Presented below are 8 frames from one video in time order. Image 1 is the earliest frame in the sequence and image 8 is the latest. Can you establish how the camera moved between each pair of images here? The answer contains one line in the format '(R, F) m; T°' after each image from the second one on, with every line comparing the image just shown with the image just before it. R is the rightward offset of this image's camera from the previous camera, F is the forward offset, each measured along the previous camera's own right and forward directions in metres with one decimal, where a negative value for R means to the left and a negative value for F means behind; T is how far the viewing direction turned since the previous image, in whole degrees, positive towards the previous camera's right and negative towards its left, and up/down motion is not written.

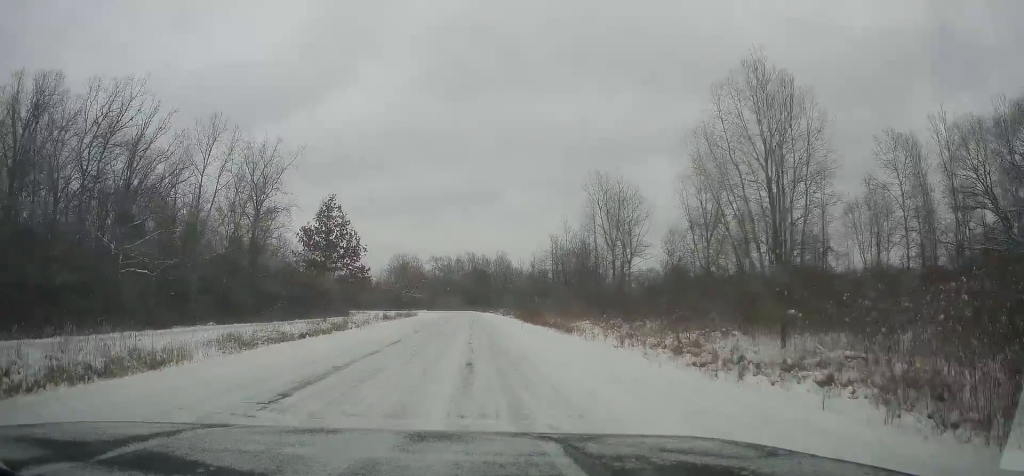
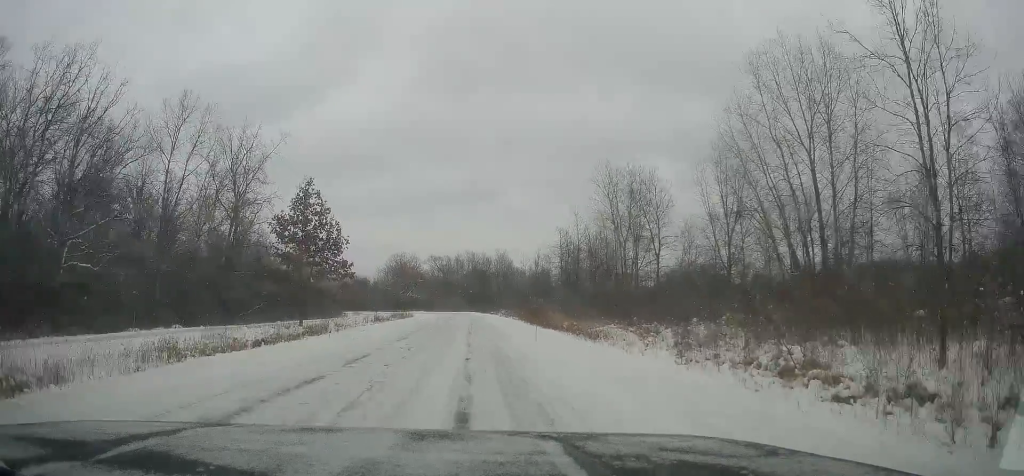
(+0.1, +7.7) m; +1°
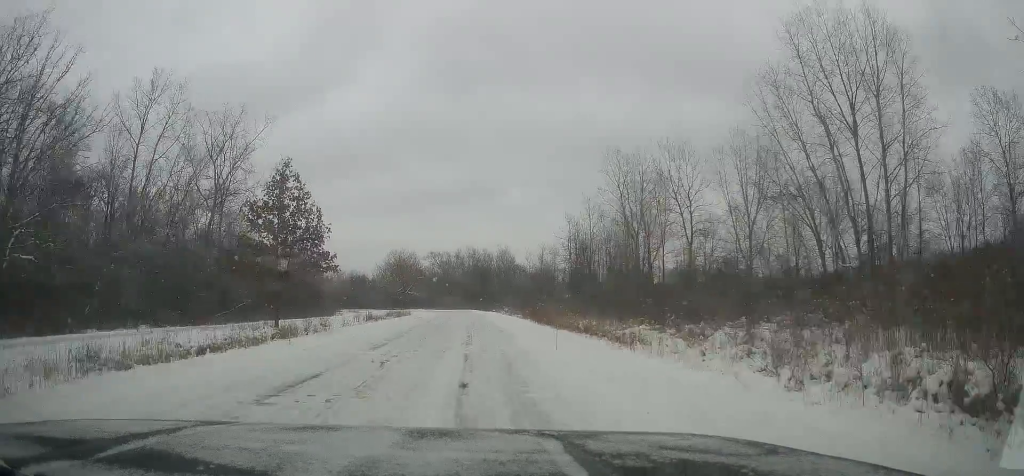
(+0.2, +6.3) m; +1°
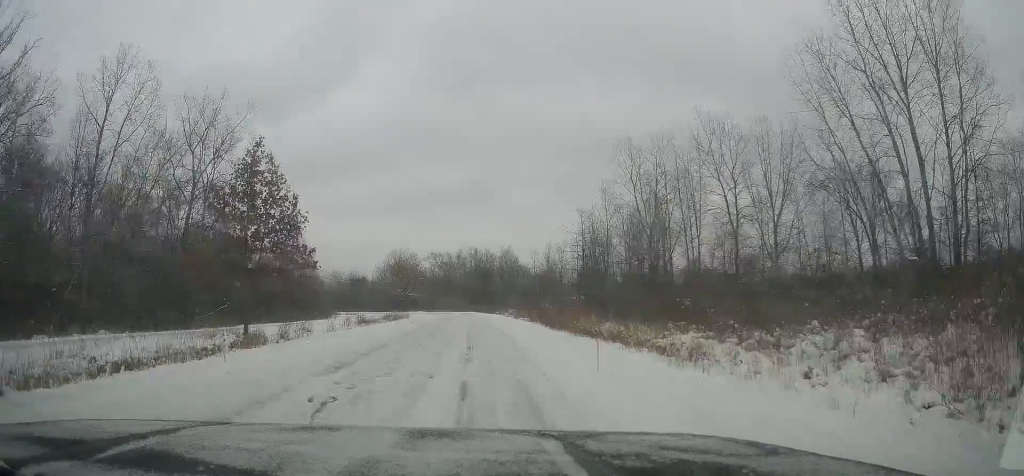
(0.0, +6.4) m; -2°
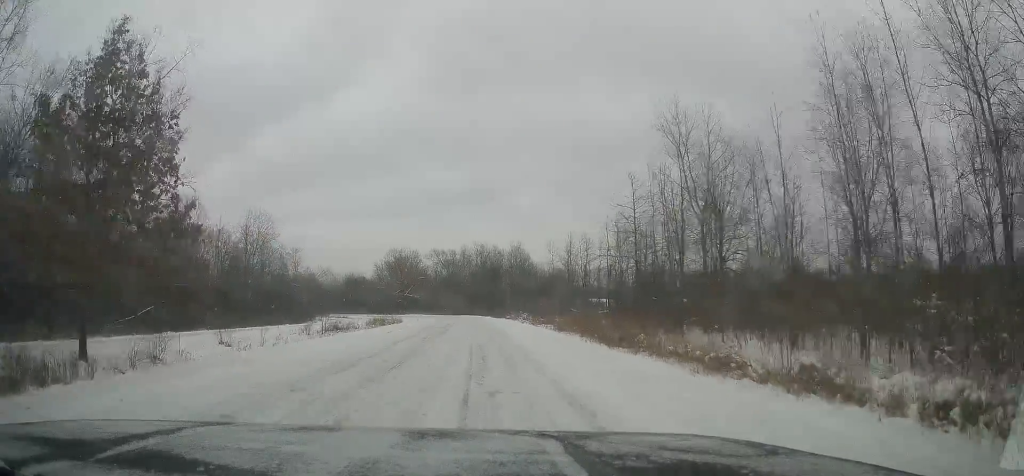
(-0.5, +17.8) m; 0°
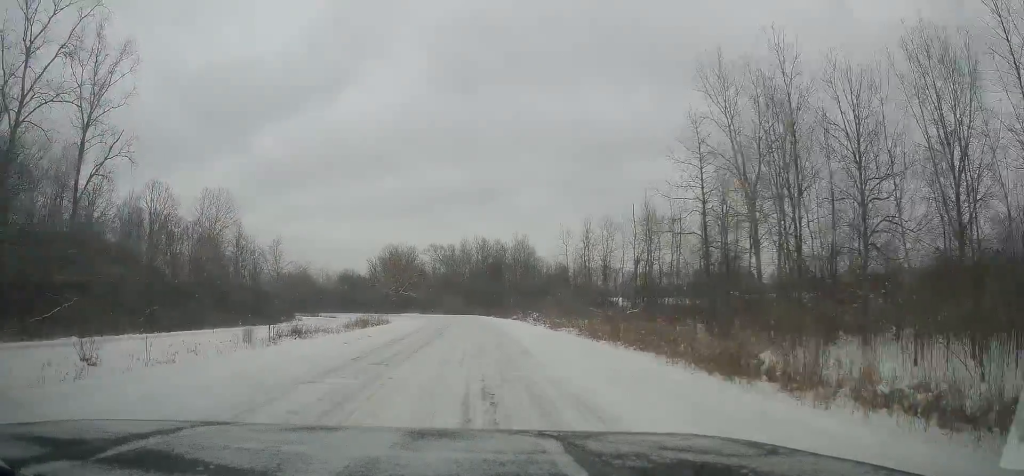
(+0.4, +12.9) m; +2°
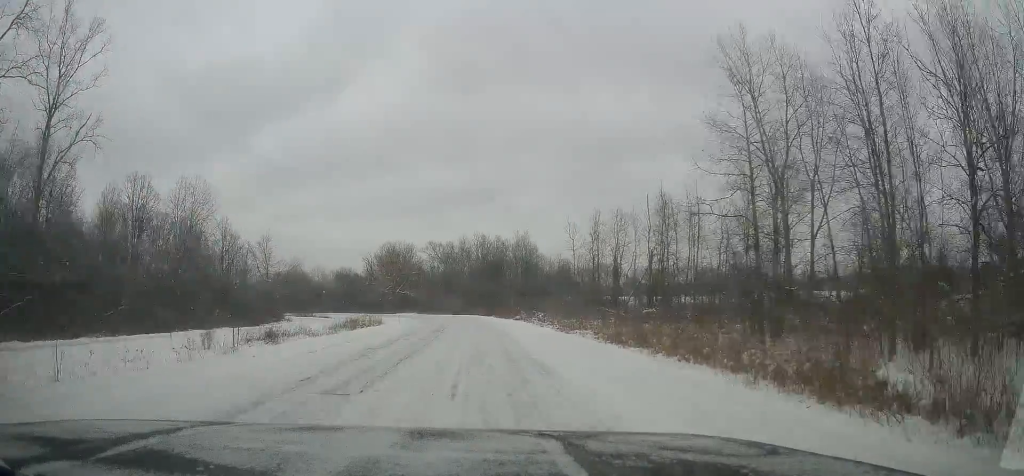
(0.0, +5.6) m; 0°
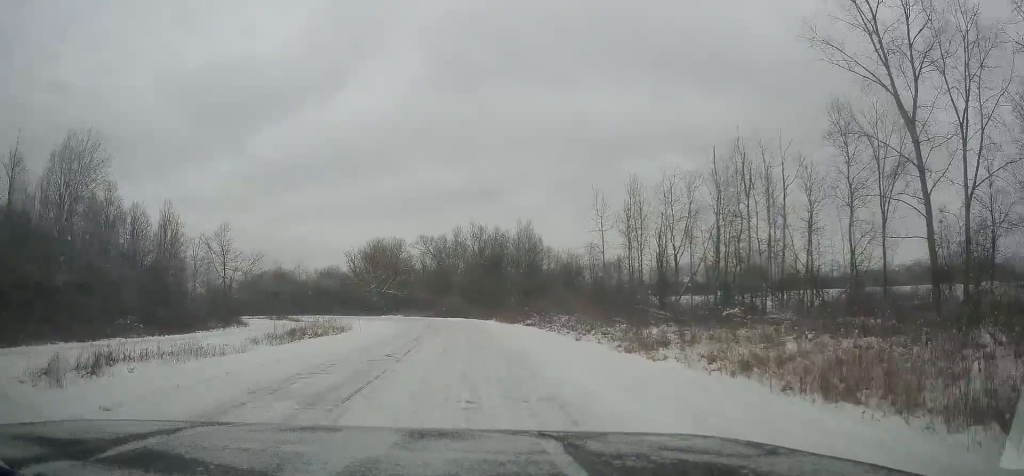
(-0.8, +18.0) m; -3°
